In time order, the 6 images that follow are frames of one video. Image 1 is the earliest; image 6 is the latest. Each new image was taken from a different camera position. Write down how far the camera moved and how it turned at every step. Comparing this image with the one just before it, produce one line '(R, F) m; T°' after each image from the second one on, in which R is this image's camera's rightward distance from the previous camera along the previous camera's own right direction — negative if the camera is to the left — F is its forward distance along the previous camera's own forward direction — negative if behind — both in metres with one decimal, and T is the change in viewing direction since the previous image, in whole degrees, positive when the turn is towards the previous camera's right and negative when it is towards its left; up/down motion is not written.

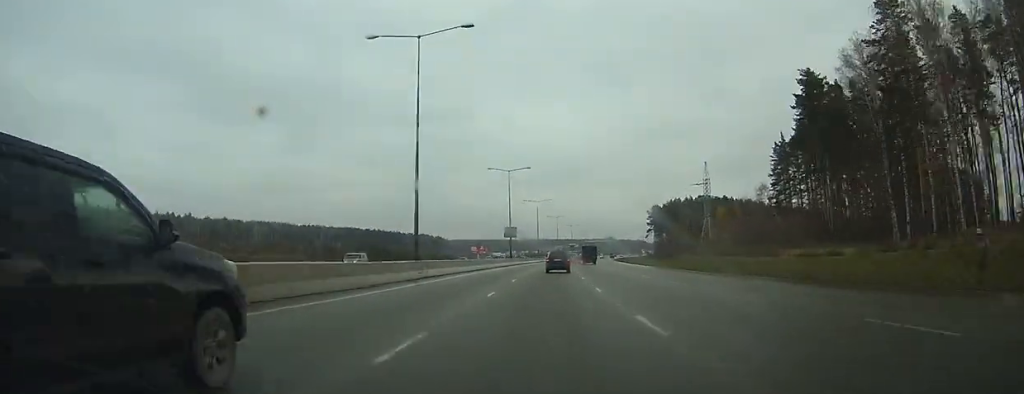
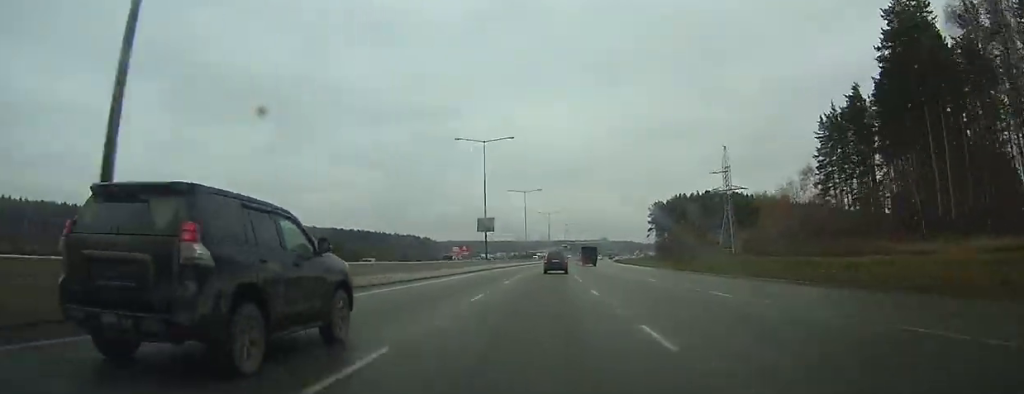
(-0.1, +25.6) m; +1°
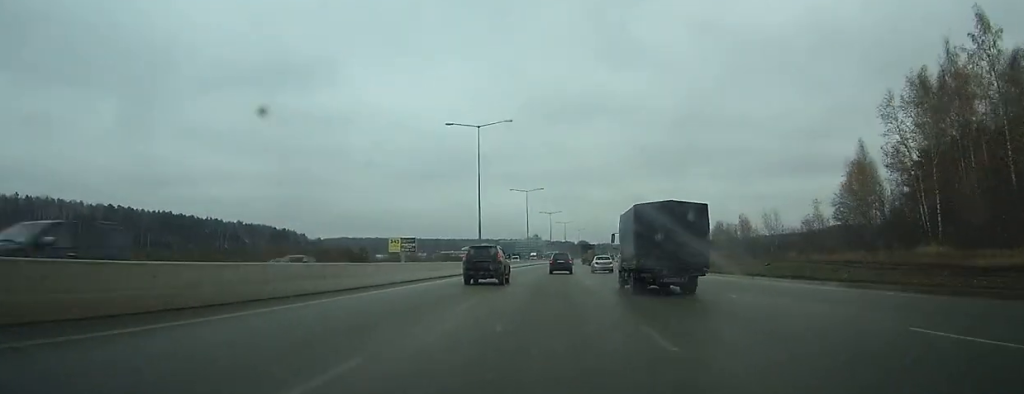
(+16.1, +240.8) m; +8°
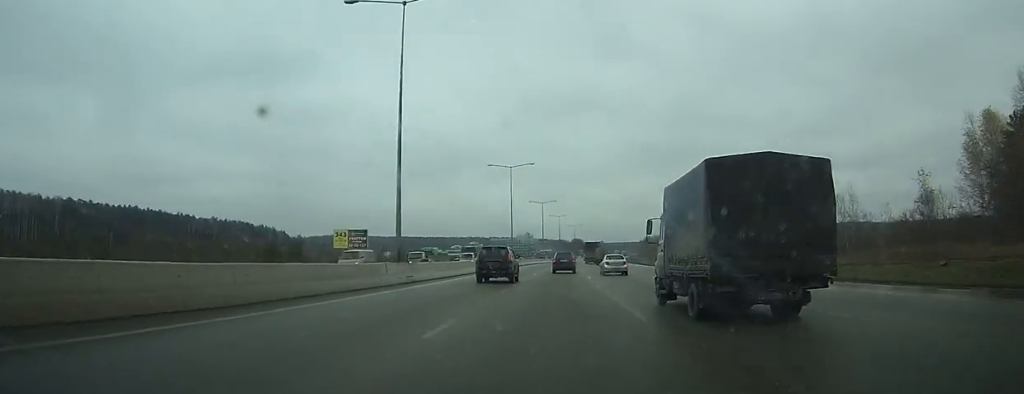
(+0.3, +30.8) m; +1°
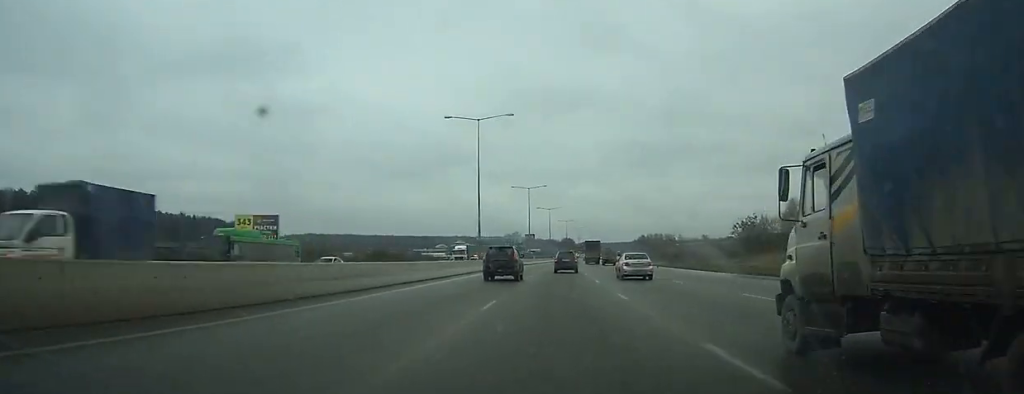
(-0.2, +30.8) m; +1°
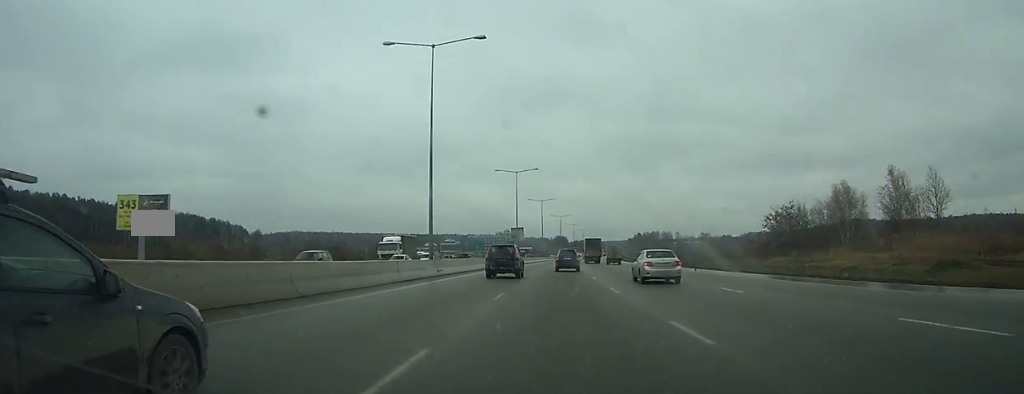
(+0.3, +21.0) m; +1°
